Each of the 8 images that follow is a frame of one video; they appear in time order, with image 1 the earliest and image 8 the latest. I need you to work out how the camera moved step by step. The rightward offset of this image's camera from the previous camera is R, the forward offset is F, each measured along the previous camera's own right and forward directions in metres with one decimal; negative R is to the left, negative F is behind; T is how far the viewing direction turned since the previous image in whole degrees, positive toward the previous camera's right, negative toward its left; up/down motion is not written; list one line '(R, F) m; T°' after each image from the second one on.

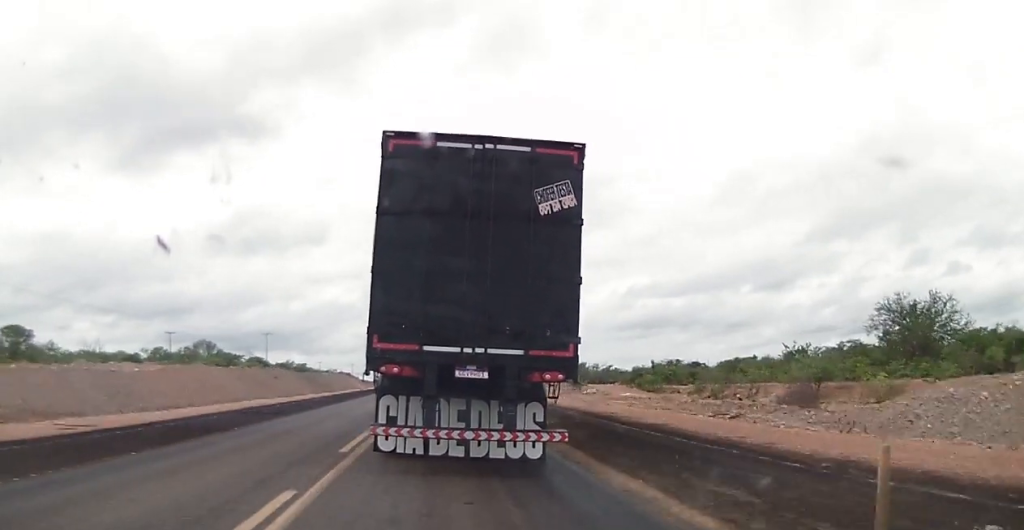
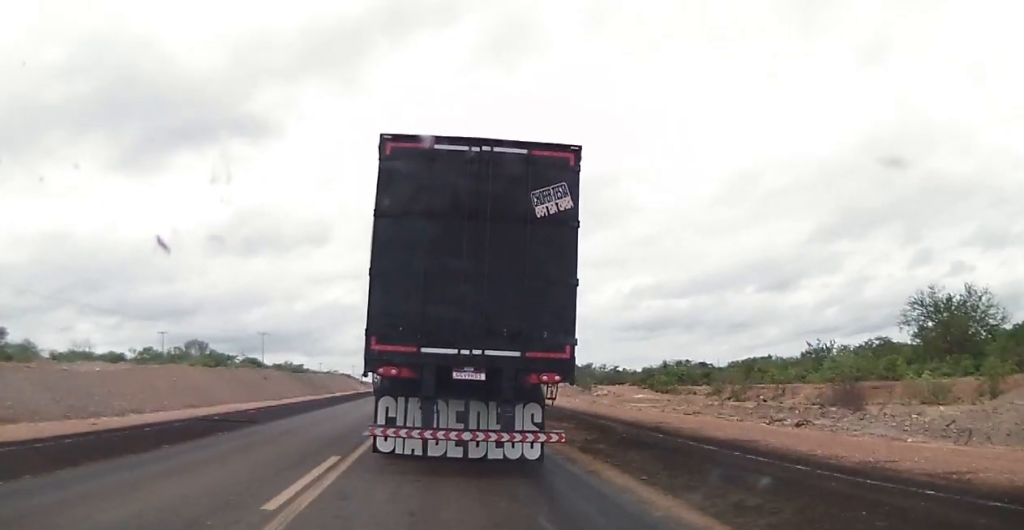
(-0.2, +5.0) m; 0°
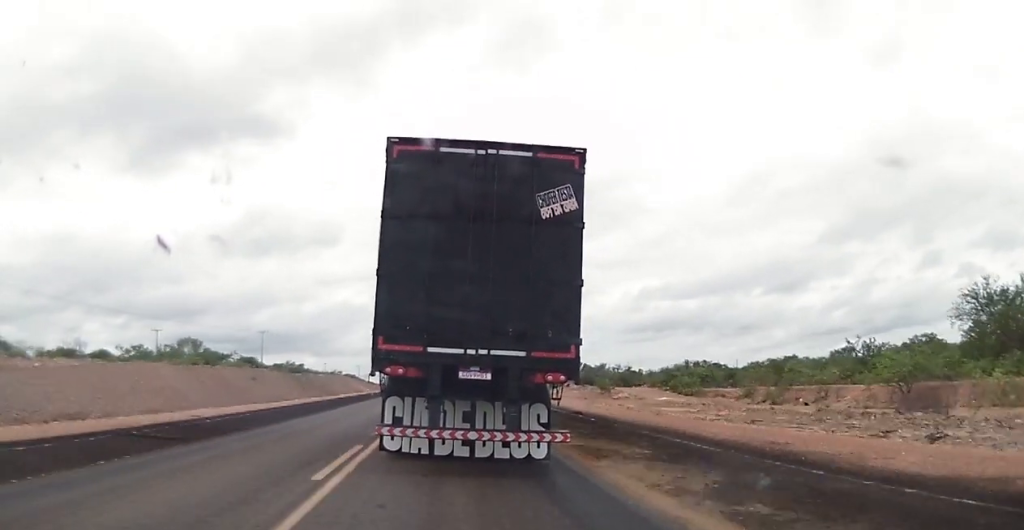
(+0.3, +6.4) m; +1°
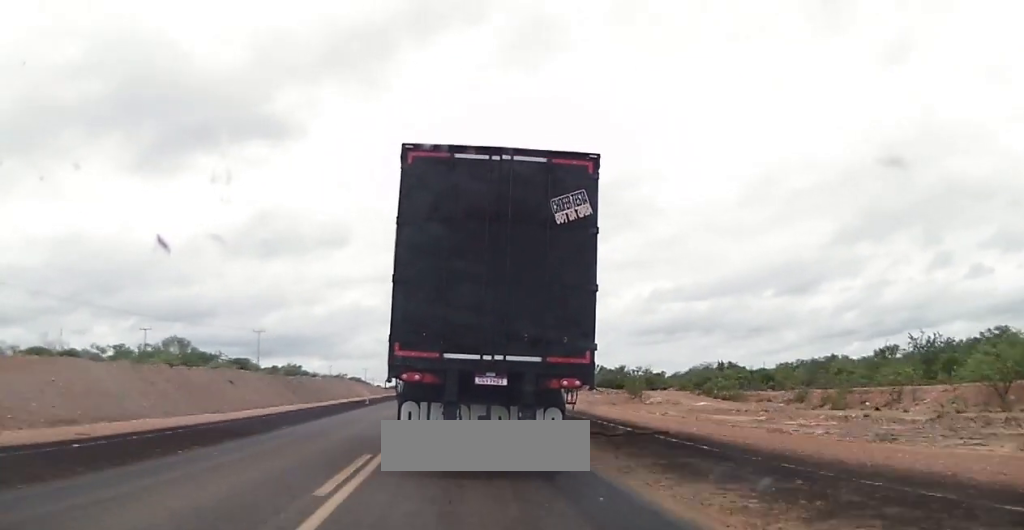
(+0.2, +9.0) m; 0°
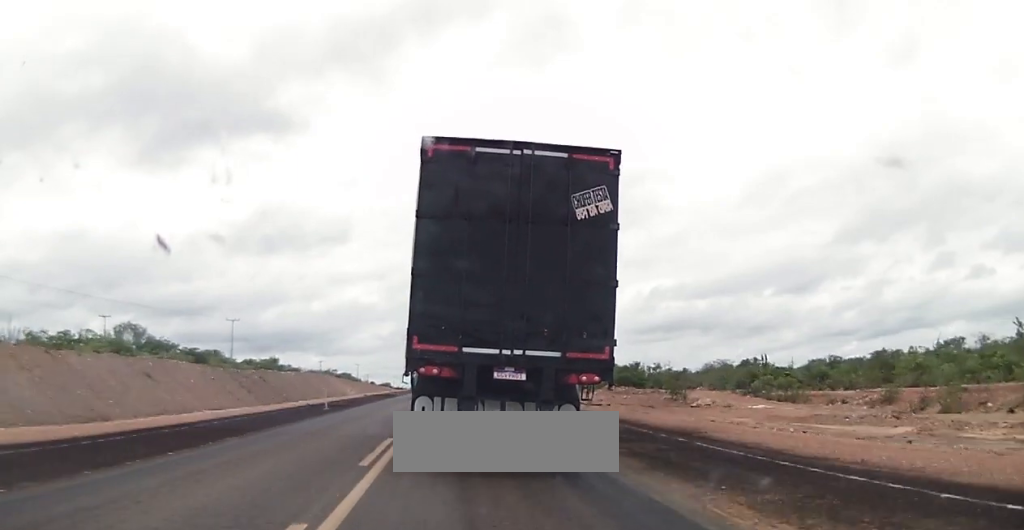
(-0.4, +14.1) m; -2°
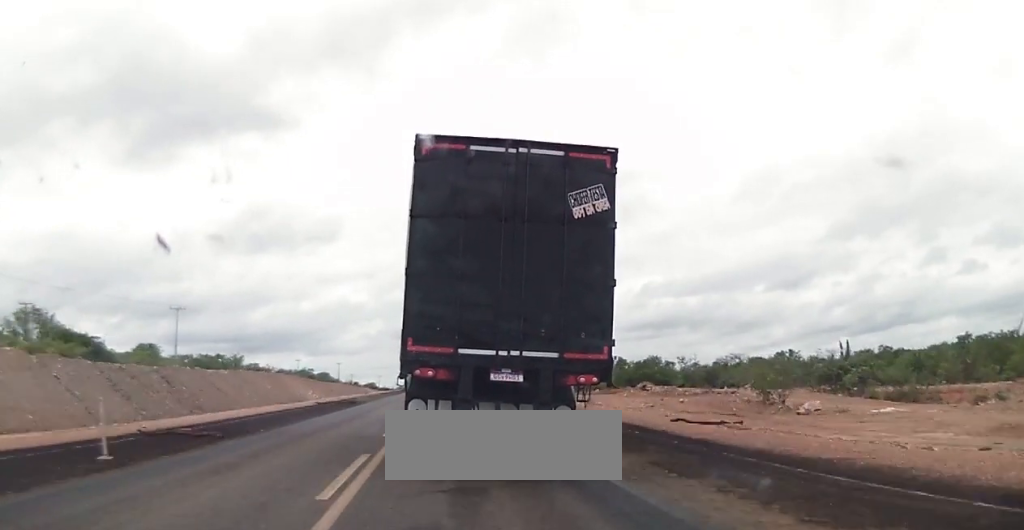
(+0.2, +19.1) m; 0°
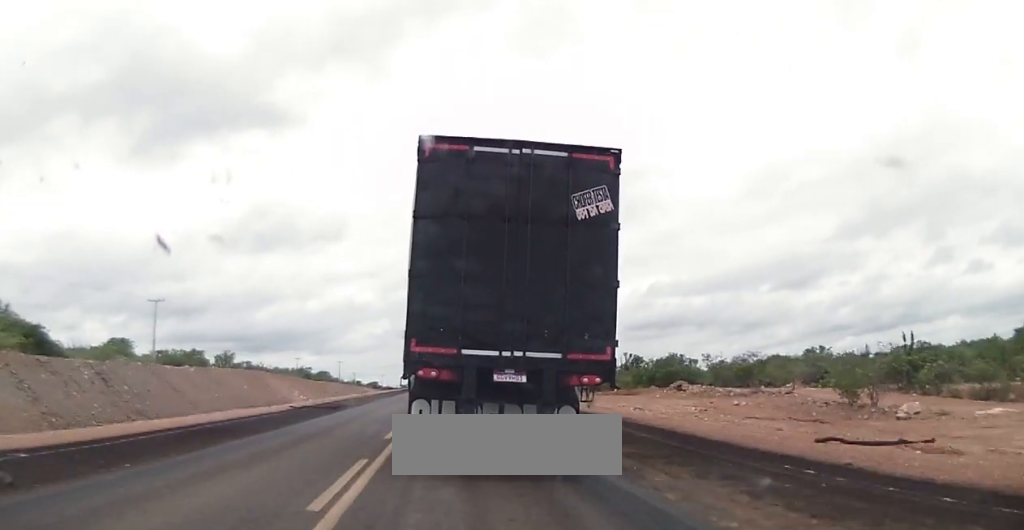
(-0.4, +8.7) m; 0°
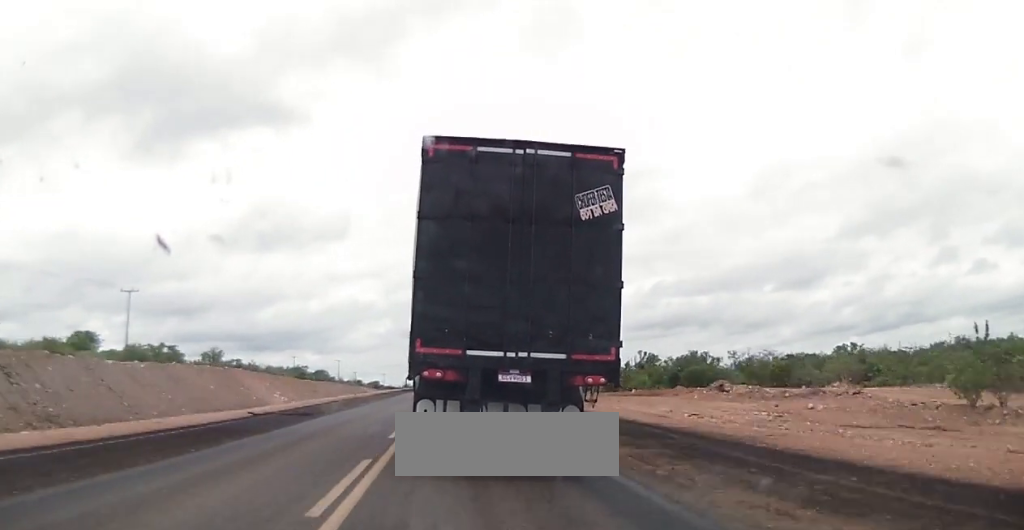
(+0.4, +8.3) m; 0°
